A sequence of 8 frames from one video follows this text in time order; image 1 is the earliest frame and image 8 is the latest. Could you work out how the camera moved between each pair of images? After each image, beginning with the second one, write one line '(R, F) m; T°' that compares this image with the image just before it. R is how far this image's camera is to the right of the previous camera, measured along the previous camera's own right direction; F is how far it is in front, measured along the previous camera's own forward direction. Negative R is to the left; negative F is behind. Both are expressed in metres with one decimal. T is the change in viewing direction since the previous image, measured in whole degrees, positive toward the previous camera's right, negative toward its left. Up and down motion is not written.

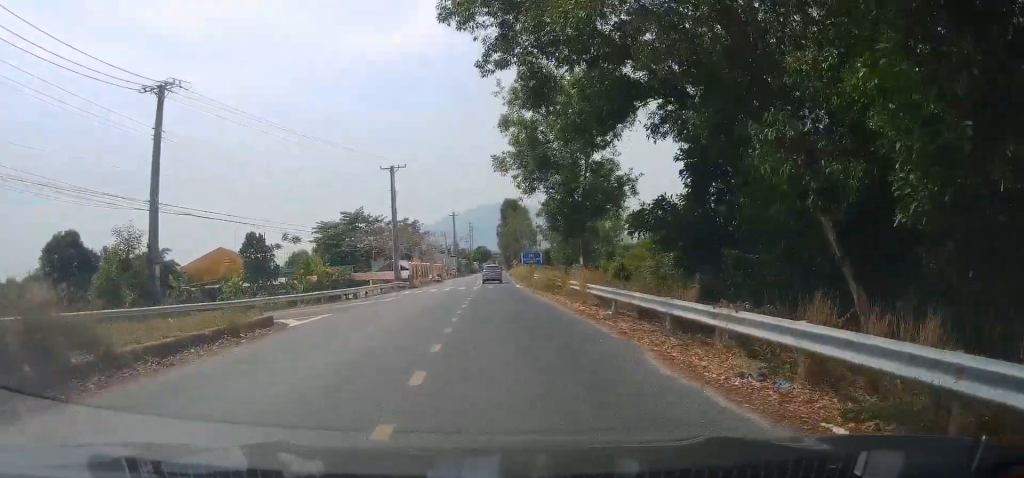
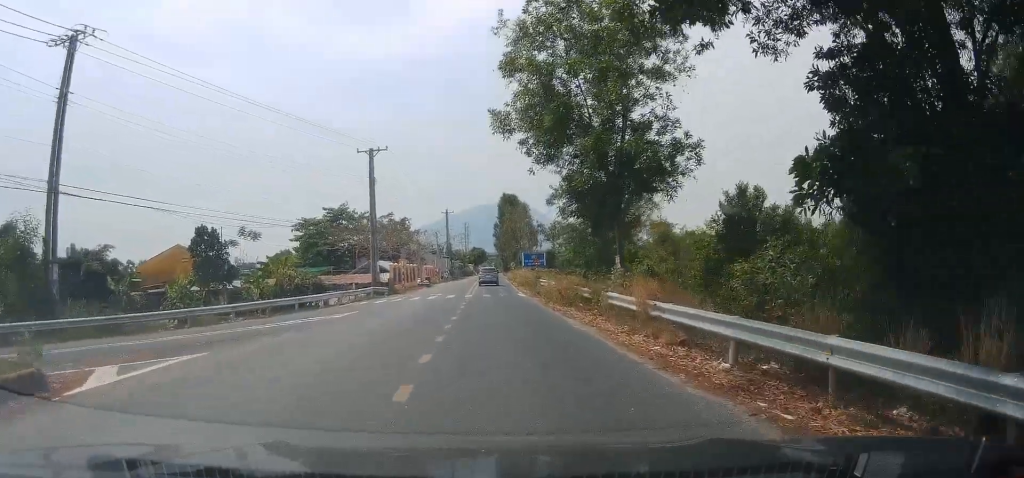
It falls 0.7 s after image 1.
(+0.1, +10.0) m; +1°
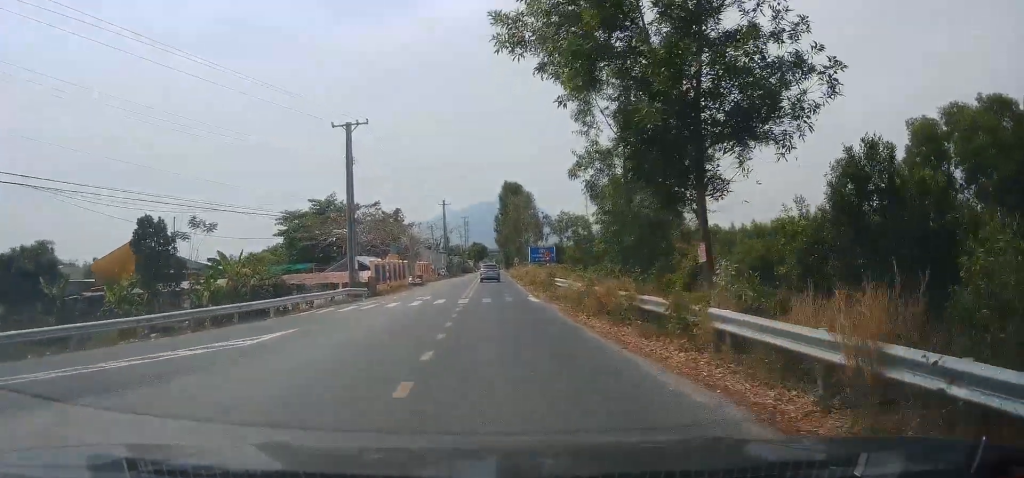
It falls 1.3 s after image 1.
(+0.4, +9.0) m; +1°
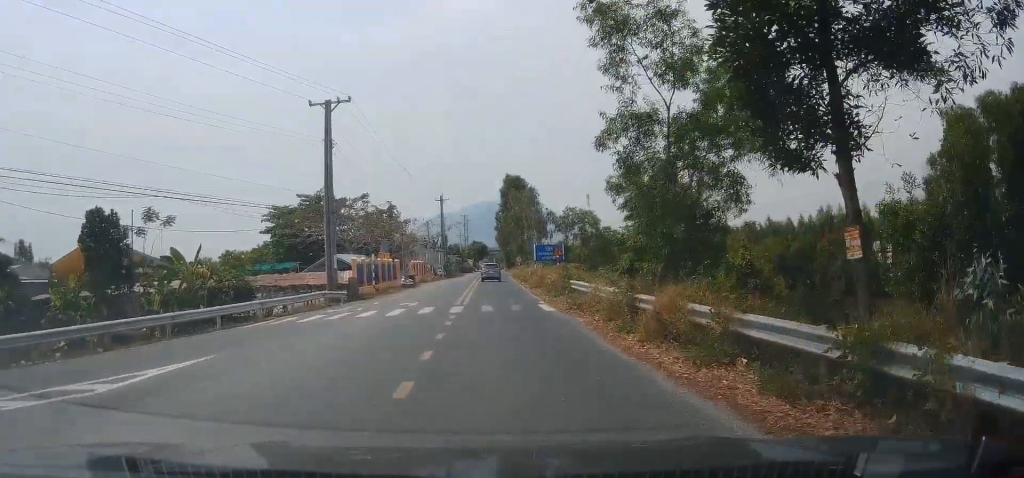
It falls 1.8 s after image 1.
(-0.2, +6.1) m; 0°
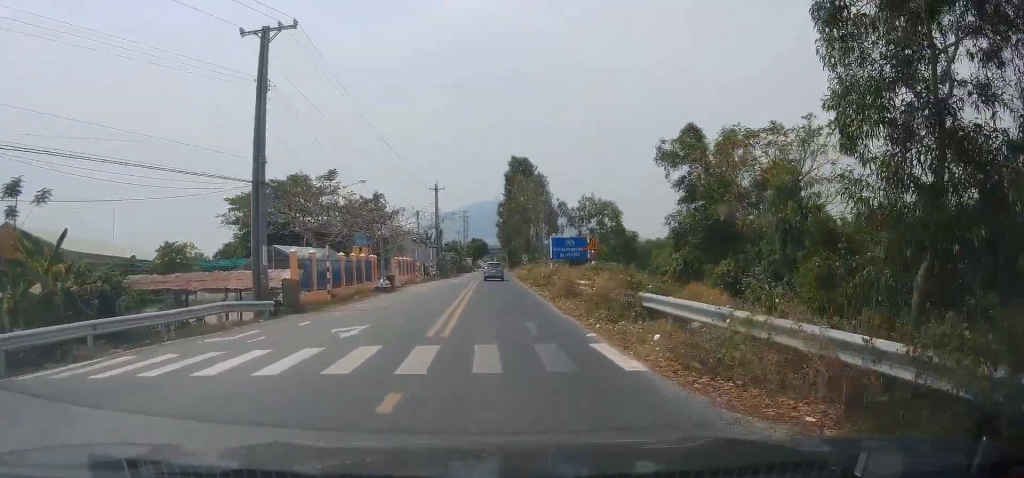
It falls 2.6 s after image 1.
(-0.1, +12.2) m; 0°
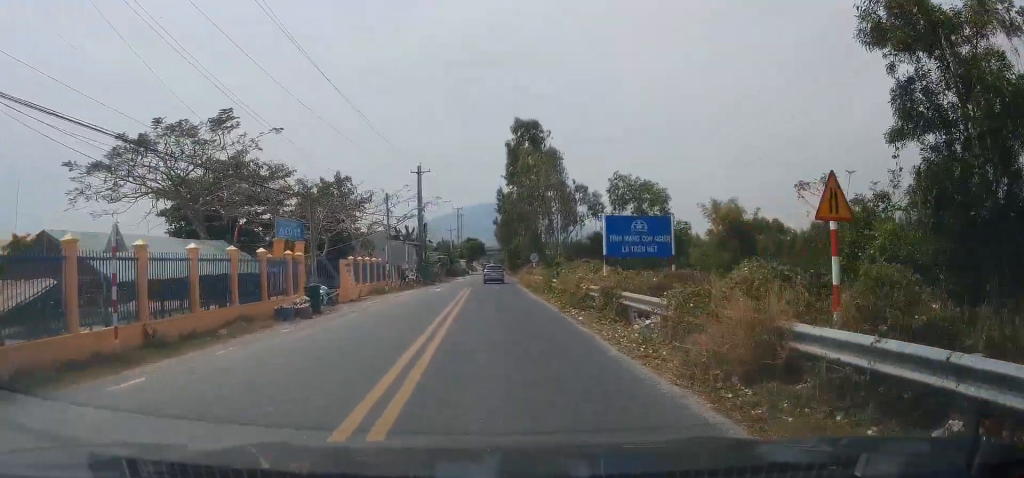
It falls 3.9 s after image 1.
(+0.2, +17.6) m; 0°
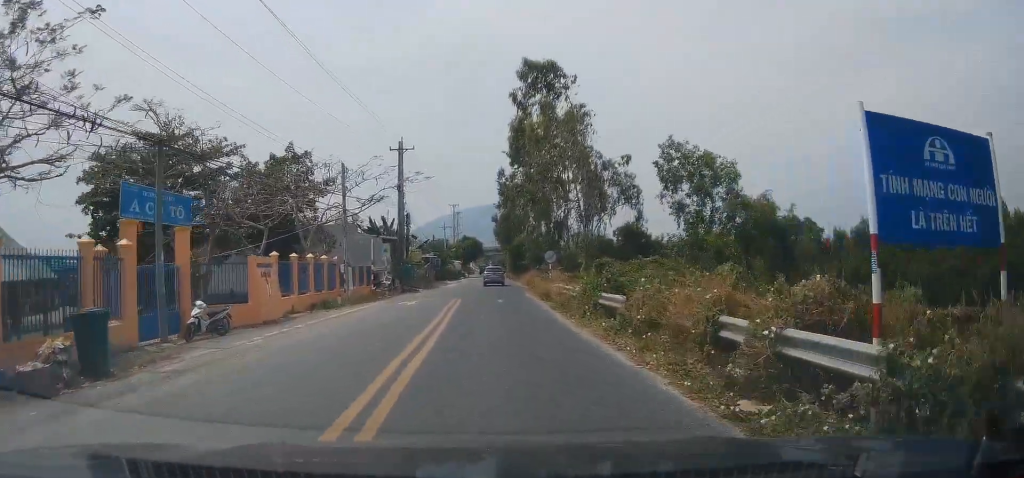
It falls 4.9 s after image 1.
(-0.2, +13.7) m; +1°
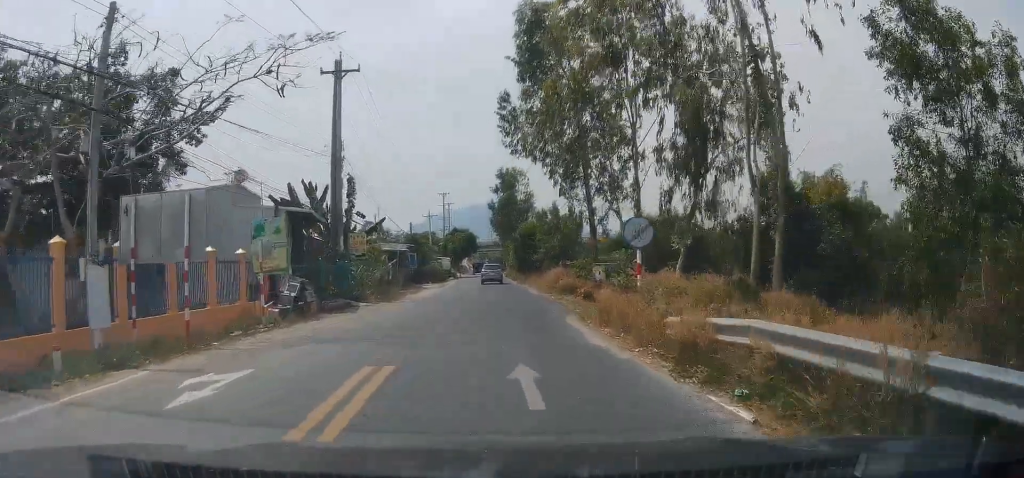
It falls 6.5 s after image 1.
(+0.7, +21.9) m; +1°
